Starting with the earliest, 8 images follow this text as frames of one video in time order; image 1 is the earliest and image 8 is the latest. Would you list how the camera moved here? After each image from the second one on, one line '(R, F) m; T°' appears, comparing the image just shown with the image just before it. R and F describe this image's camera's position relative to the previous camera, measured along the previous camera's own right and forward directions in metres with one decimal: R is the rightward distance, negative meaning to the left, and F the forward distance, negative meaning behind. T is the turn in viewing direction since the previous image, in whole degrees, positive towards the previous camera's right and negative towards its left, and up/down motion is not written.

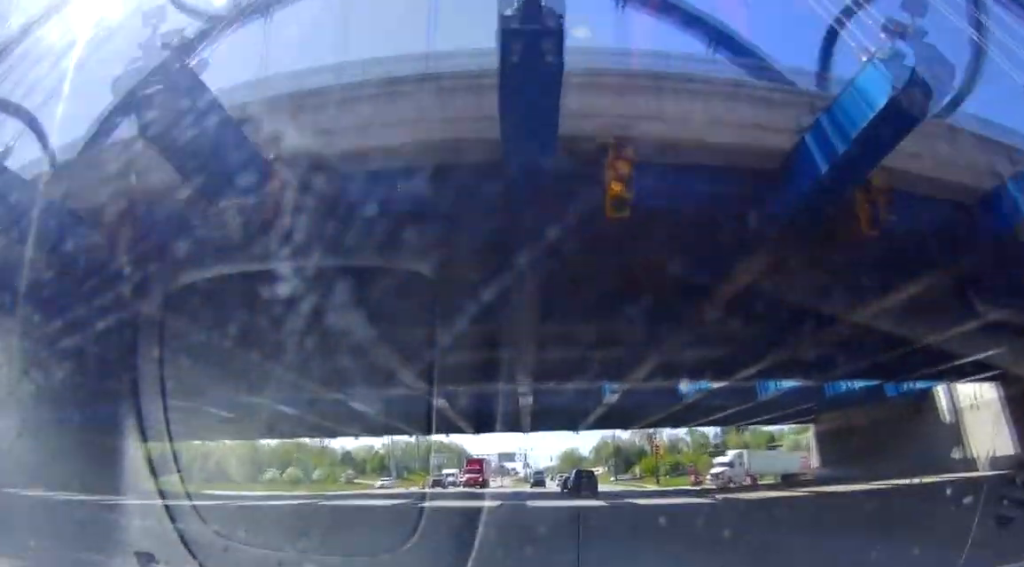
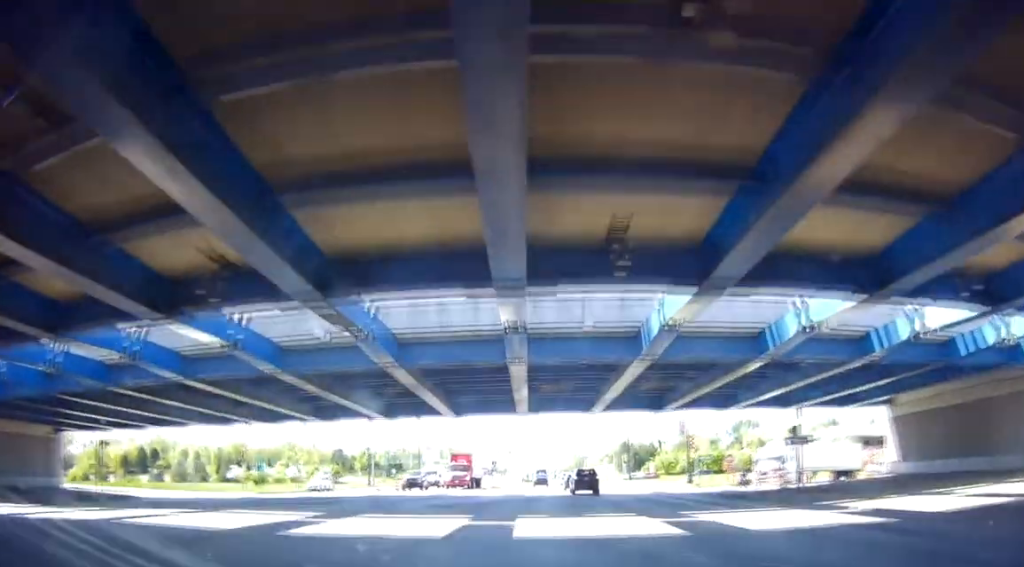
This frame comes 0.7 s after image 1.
(0.0, +17.3) m; 0°
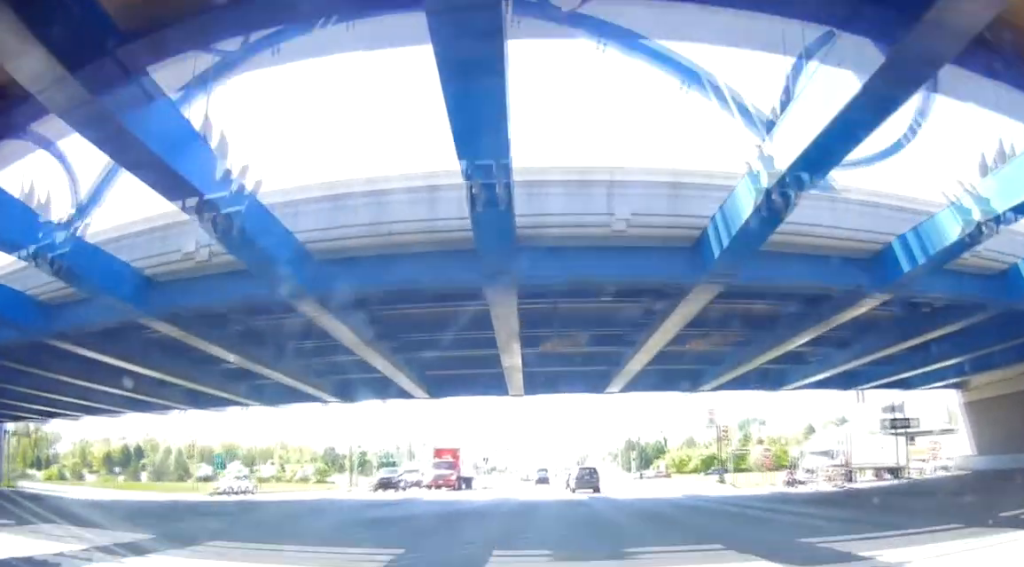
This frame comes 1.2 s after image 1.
(0.0, +11.6) m; 0°
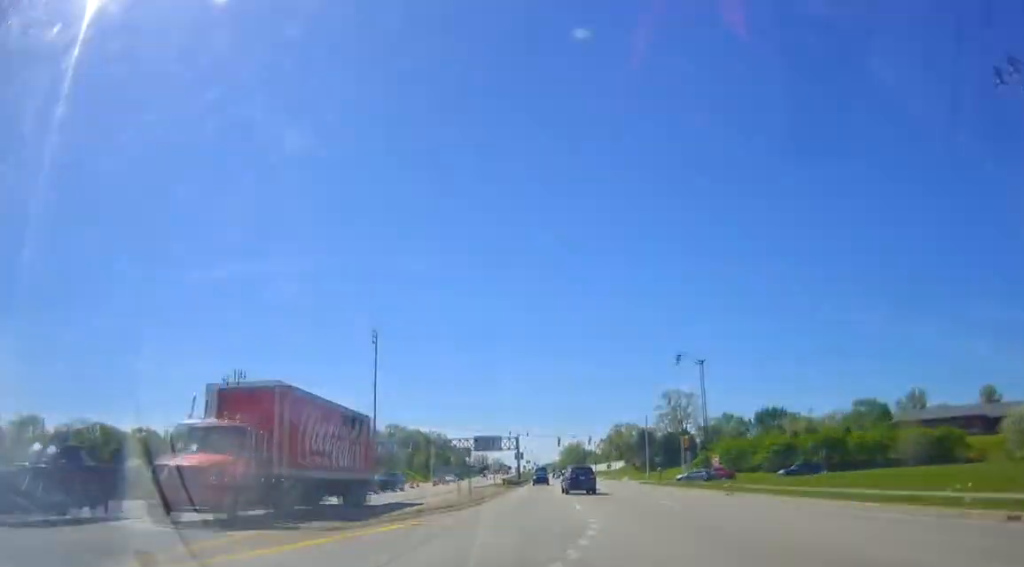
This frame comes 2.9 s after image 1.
(0.0, +46.6) m; 0°
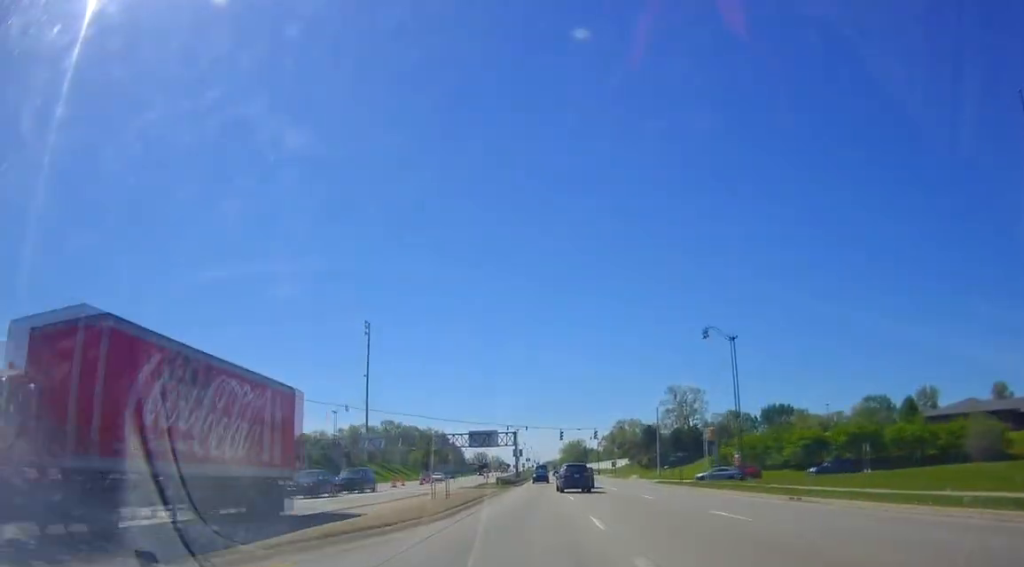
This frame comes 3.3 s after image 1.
(0.0, +10.5) m; 0°
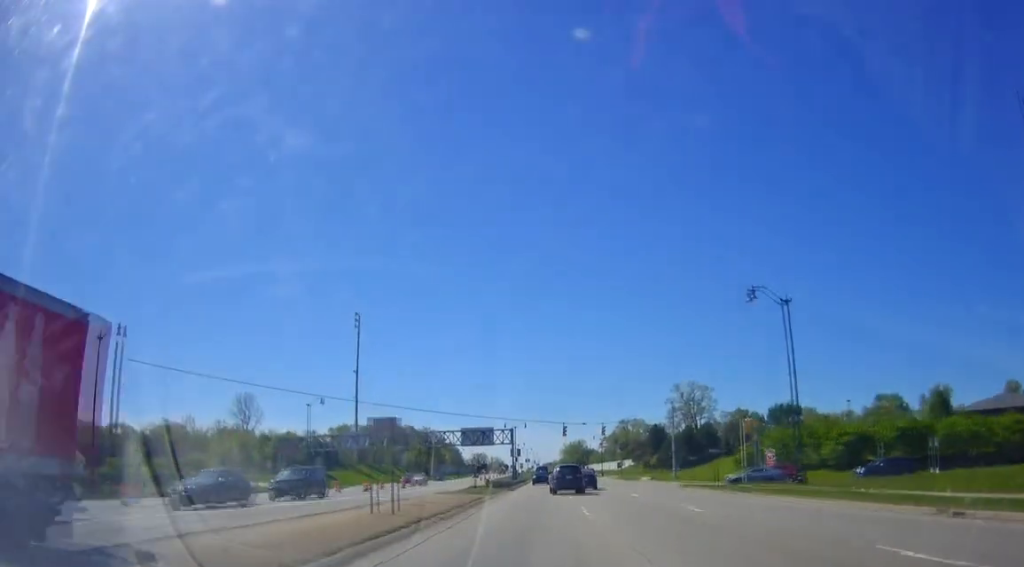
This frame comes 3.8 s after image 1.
(0.0, +11.7) m; 0°
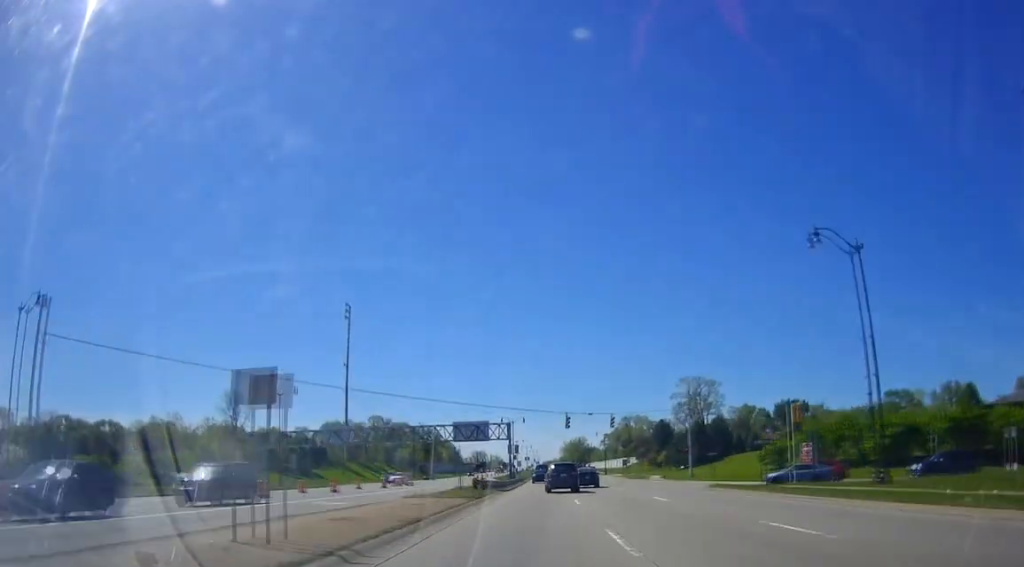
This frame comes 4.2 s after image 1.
(0.0, +10.0) m; 0°
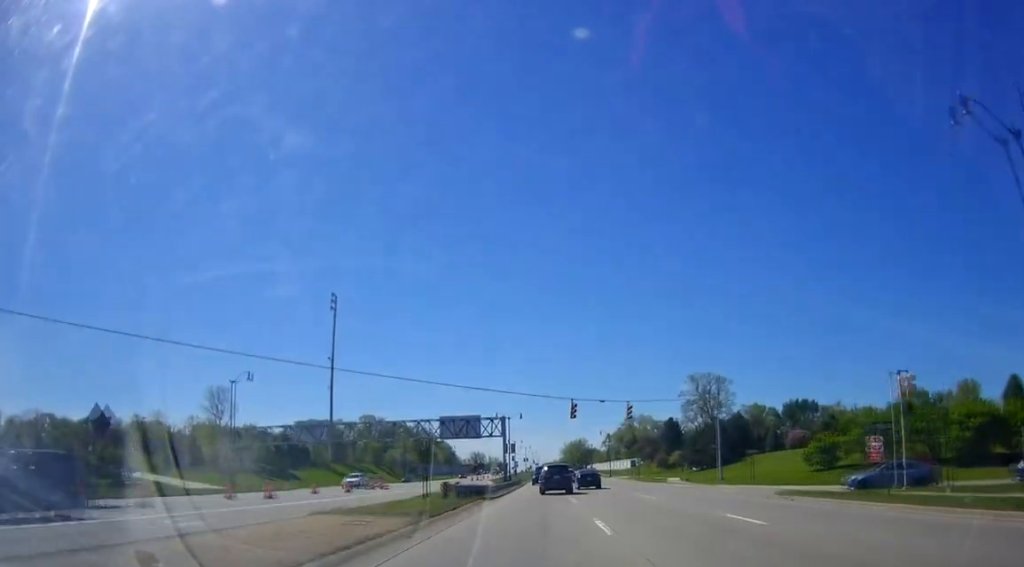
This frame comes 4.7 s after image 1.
(0.0, +12.2) m; 0°
